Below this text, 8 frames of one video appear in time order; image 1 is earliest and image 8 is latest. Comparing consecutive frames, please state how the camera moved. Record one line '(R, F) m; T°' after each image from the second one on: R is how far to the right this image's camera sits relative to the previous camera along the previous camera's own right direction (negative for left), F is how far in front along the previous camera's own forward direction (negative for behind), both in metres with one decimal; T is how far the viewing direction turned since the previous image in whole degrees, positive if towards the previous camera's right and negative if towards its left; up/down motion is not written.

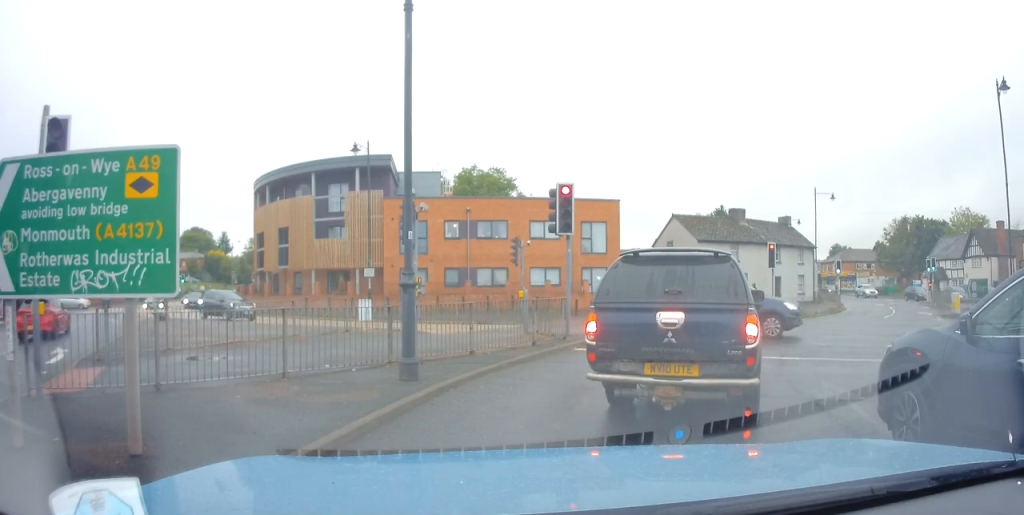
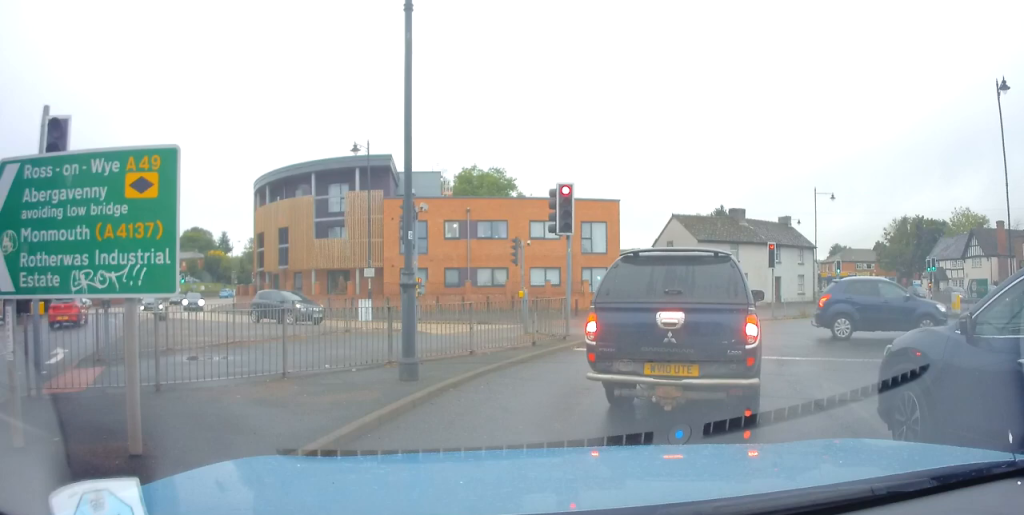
(0.0, 0.0) m; 0°
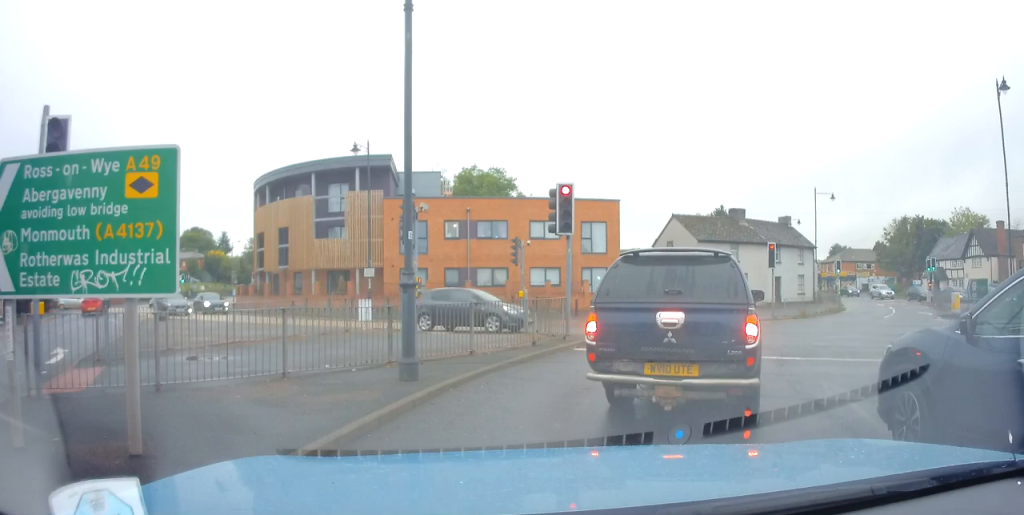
(0.0, 0.0) m; 0°
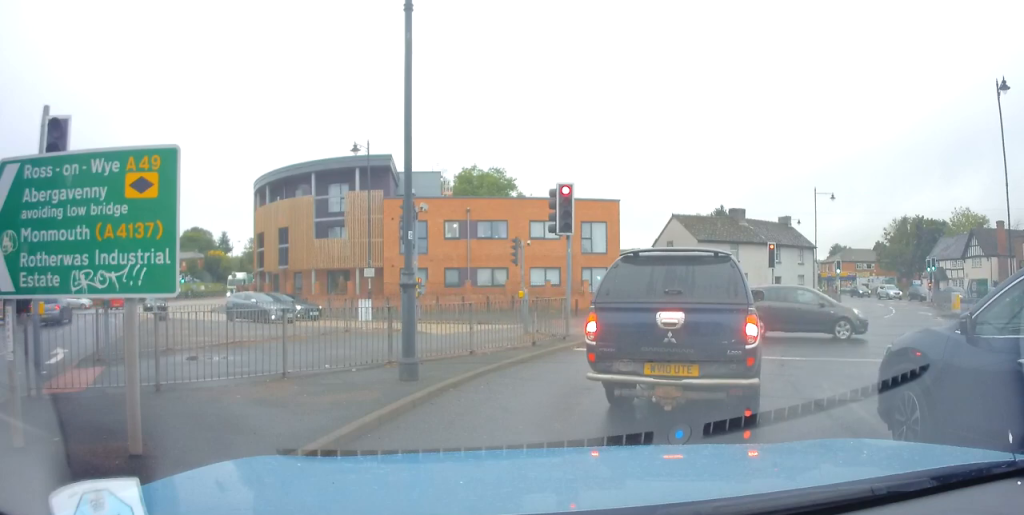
(0.0, 0.0) m; 0°
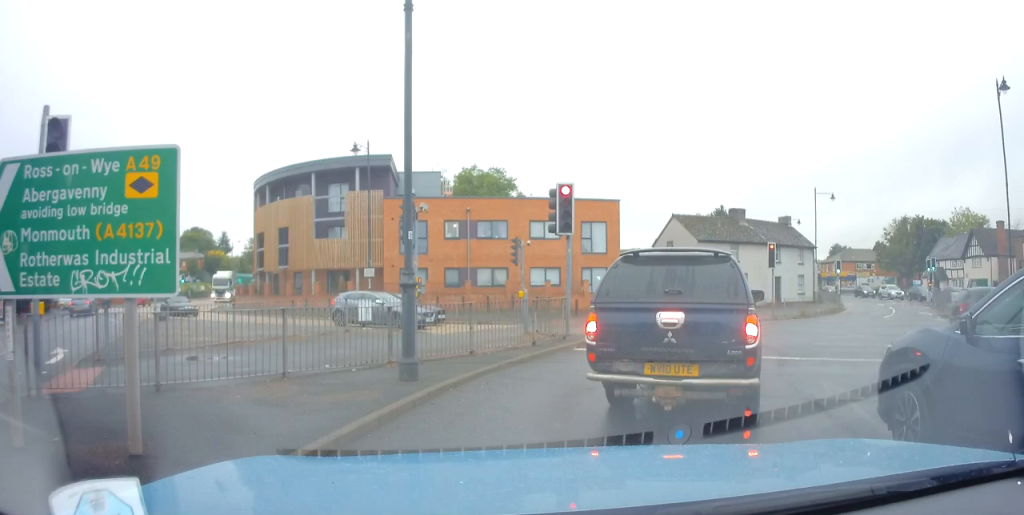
(0.0, 0.0) m; 0°
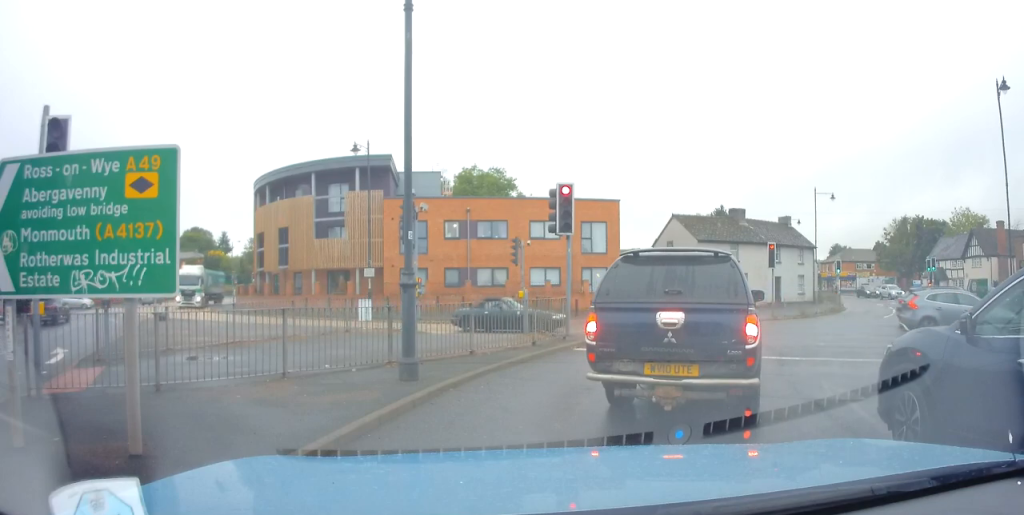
(0.0, 0.0) m; 0°
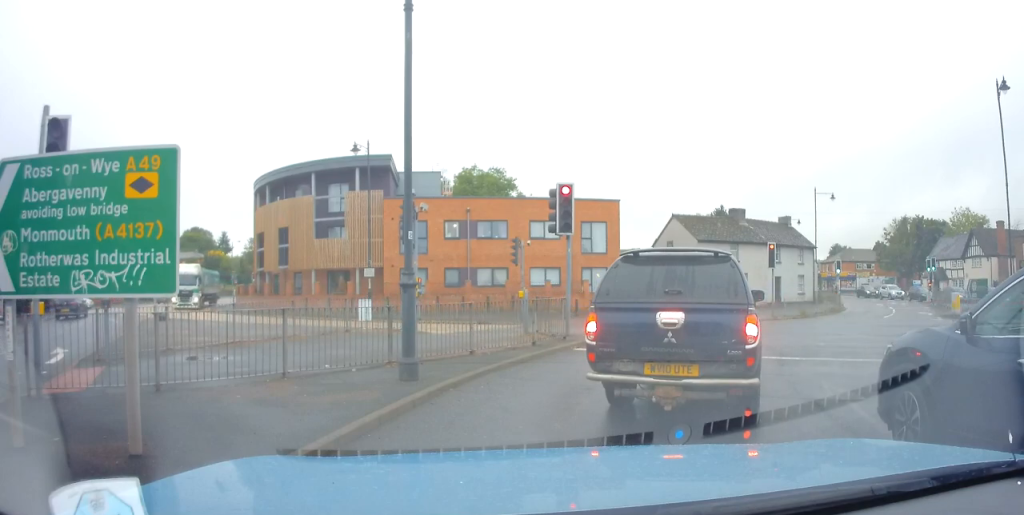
(0.0, 0.0) m; 0°
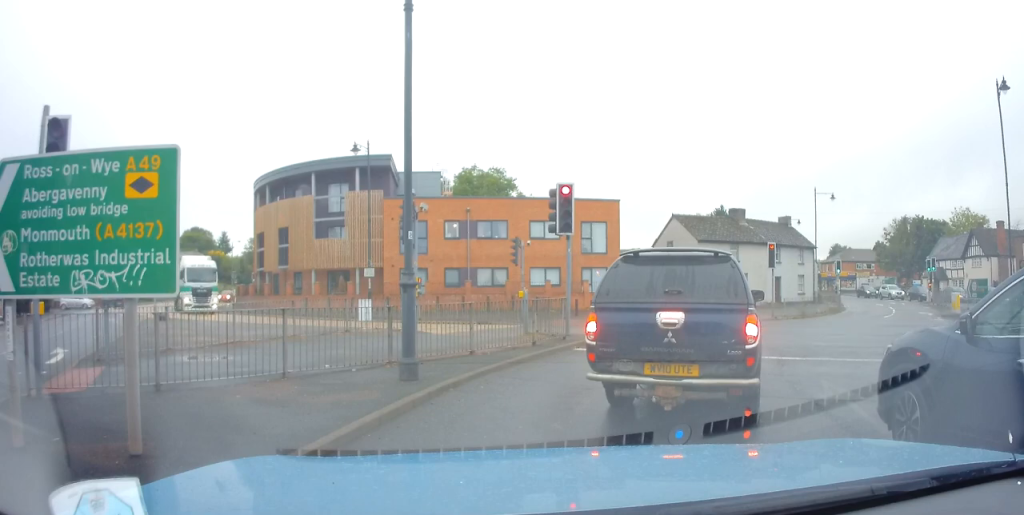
(0.0, 0.0) m; 0°
